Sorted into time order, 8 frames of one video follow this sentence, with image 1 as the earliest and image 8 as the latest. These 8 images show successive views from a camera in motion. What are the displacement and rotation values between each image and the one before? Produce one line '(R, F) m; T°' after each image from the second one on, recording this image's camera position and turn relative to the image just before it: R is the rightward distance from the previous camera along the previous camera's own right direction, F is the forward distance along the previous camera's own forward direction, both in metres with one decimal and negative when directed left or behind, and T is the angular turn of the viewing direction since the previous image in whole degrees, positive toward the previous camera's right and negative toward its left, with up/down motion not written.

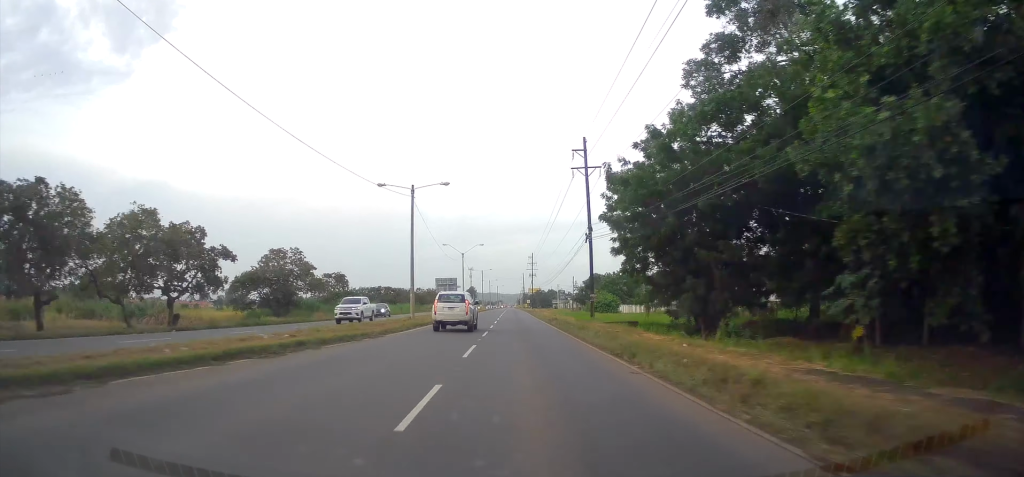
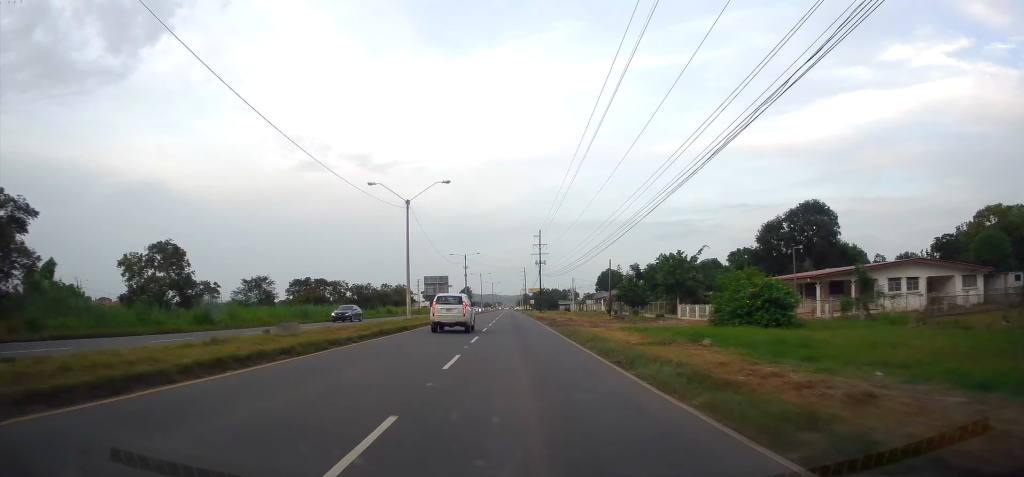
(-0.3, +46.9) m; 0°
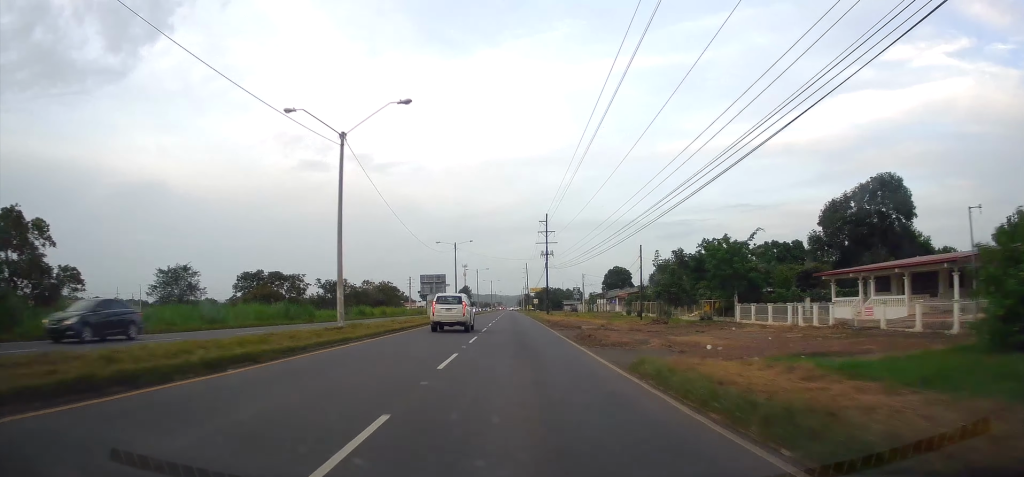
(+0.2, +17.4) m; 0°
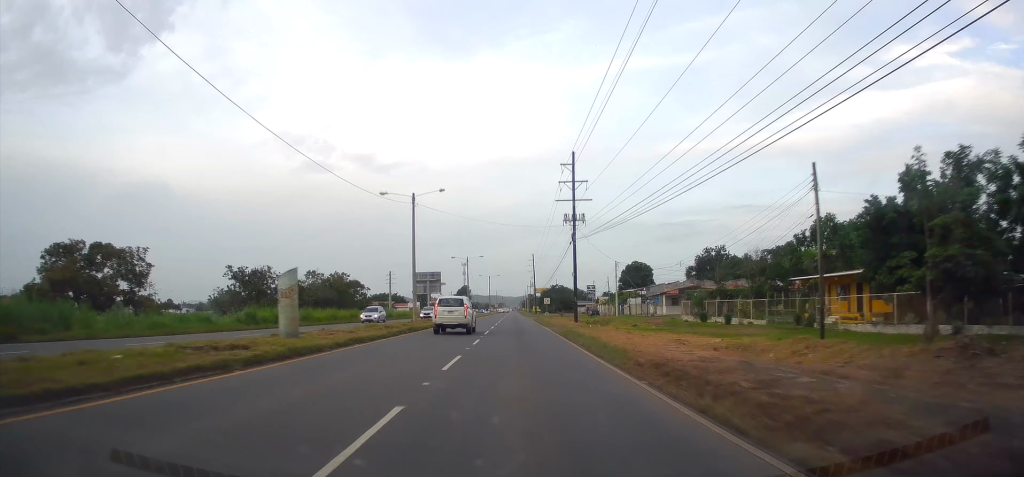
(+0.2, +33.1) m; 0°
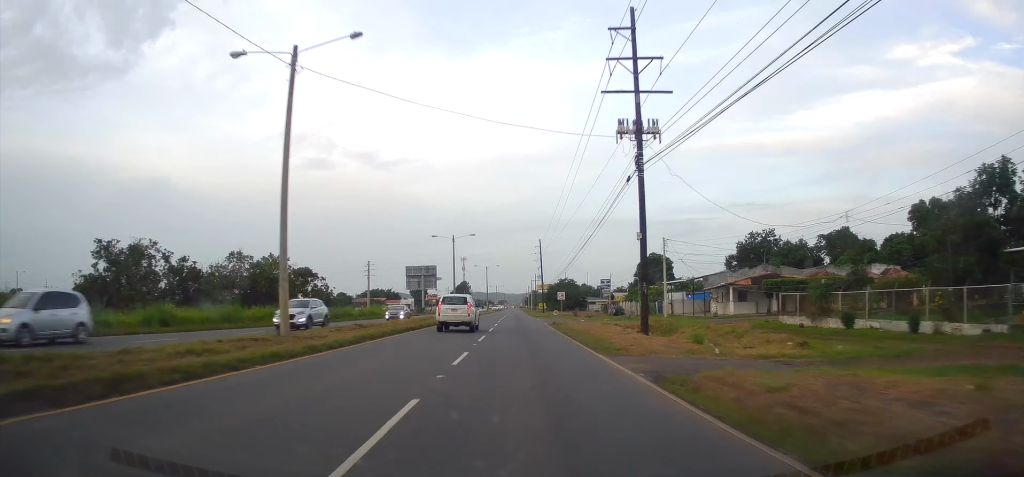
(+0.1, +24.5) m; 0°
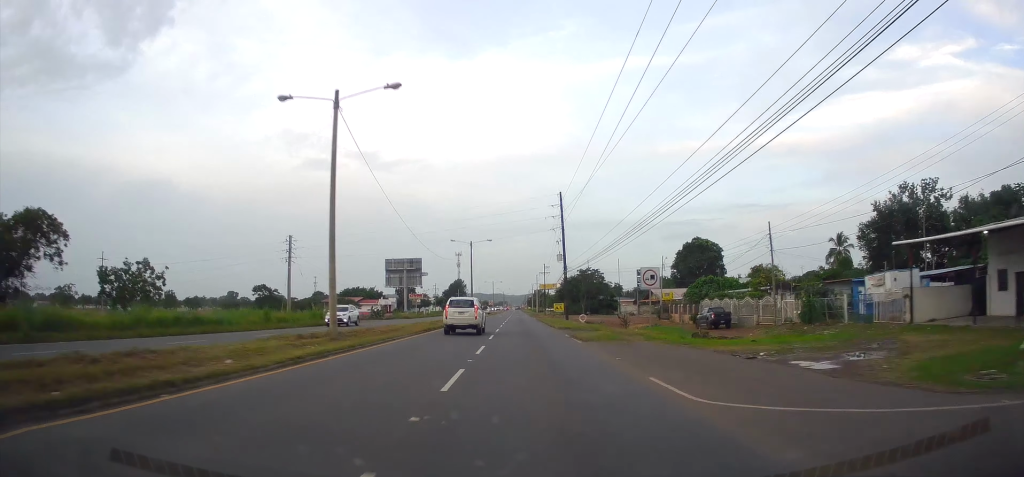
(-0.5, +45.9) m; 0°
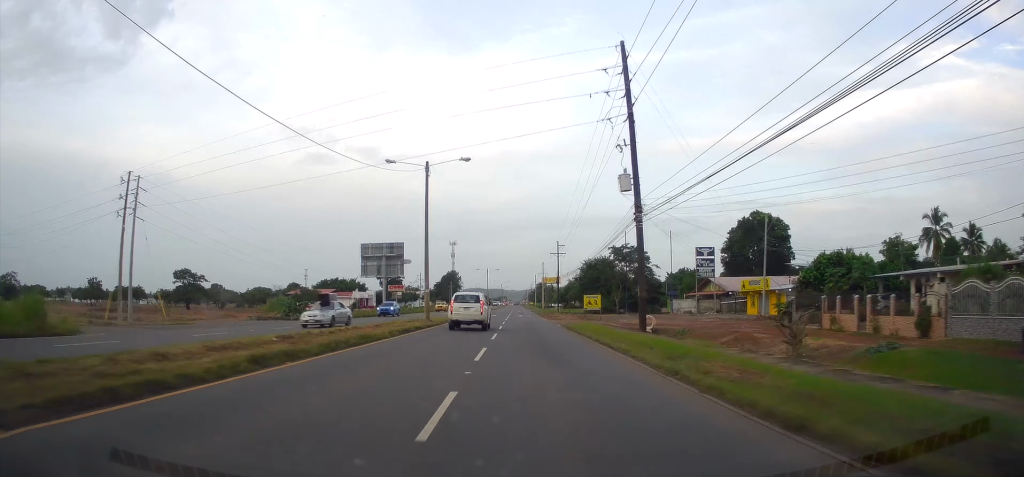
(+0.6, +37.7) m; +1°
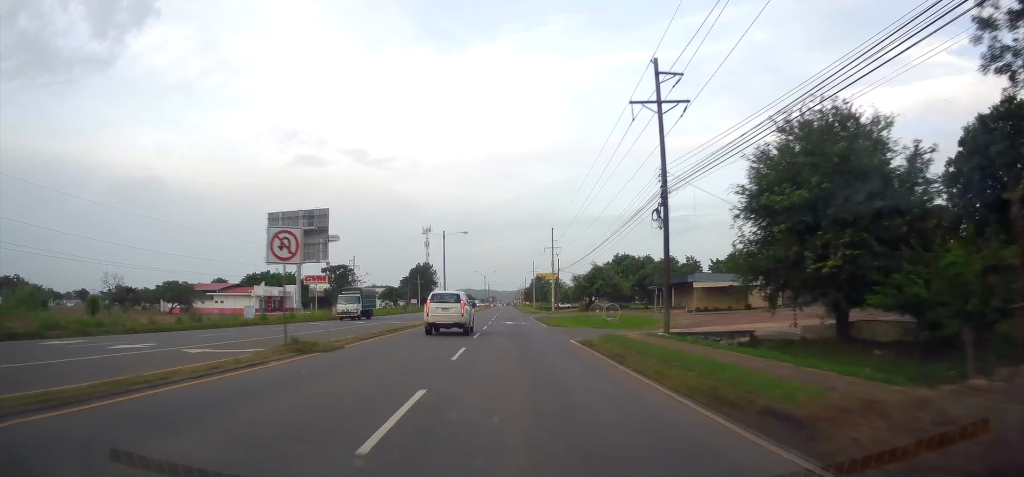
(+0.2, +68.0) m; 0°
